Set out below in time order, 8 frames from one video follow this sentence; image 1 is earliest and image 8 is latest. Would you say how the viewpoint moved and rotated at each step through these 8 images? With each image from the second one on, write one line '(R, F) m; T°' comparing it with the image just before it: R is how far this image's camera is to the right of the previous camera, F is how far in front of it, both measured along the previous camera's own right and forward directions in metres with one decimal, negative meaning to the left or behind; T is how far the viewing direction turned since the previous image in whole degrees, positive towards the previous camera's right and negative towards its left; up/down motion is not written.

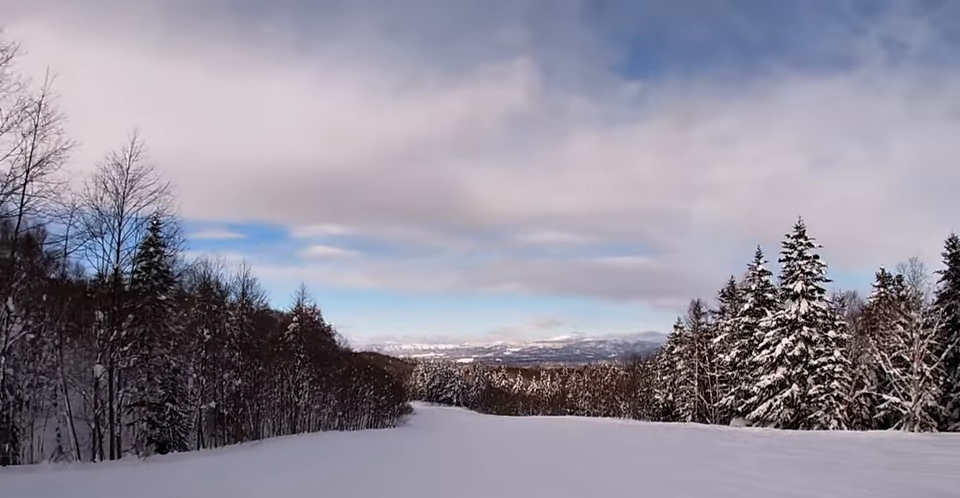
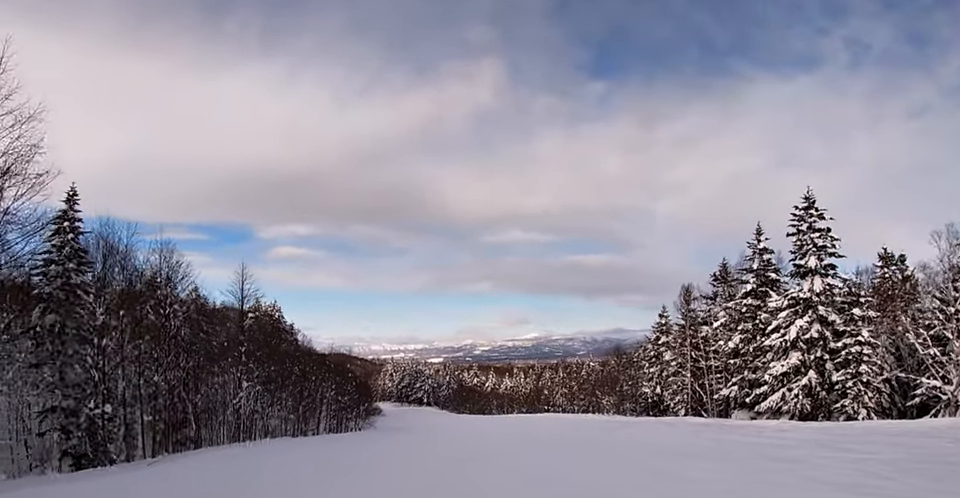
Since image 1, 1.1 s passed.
(-0.2, +6.1) m; -2°
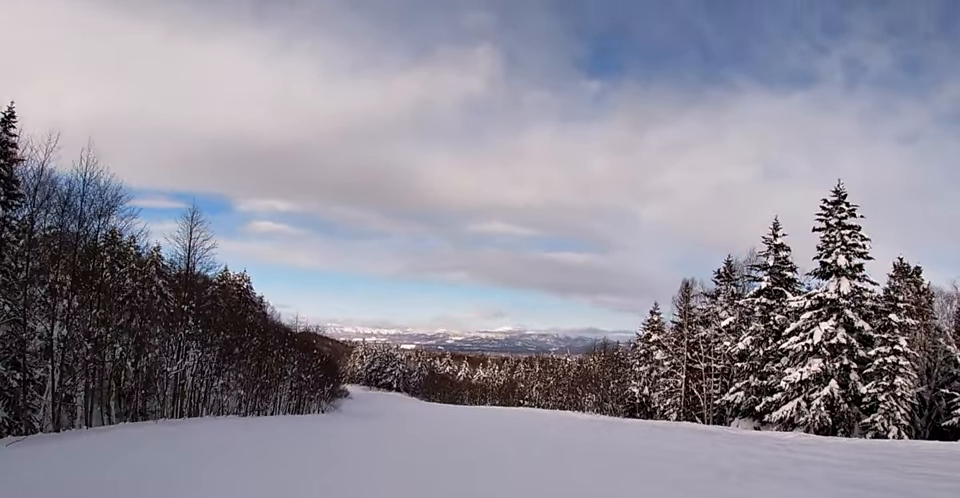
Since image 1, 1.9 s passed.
(0.0, +5.1) m; 0°
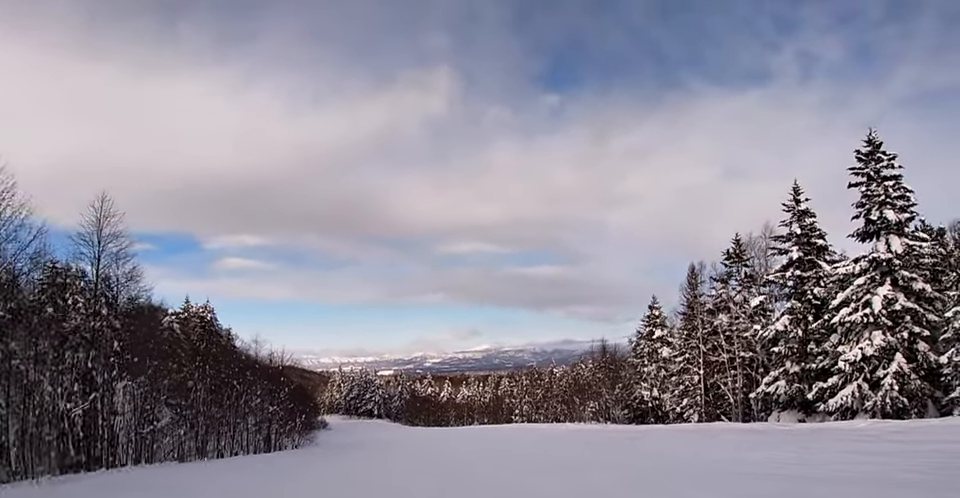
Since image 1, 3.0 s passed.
(0.0, +6.7) m; 0°
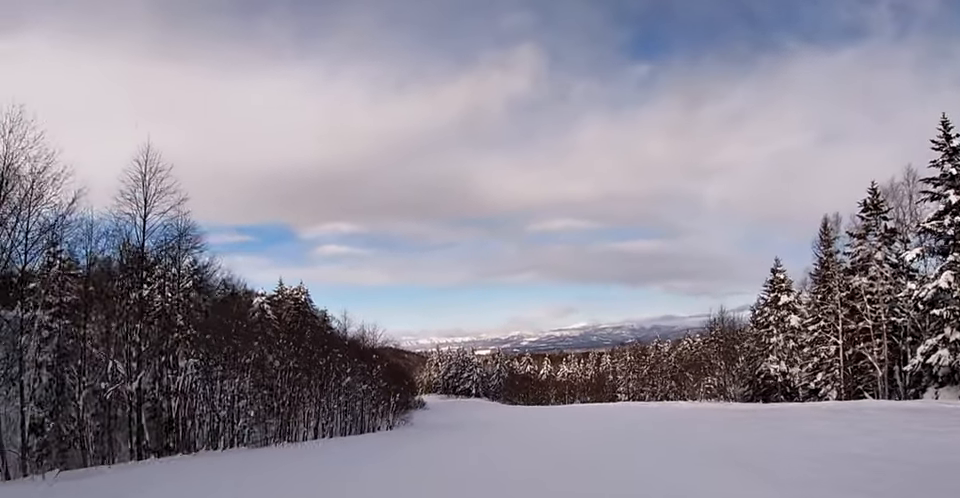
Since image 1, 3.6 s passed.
(0.0, +4.2) m; 0°
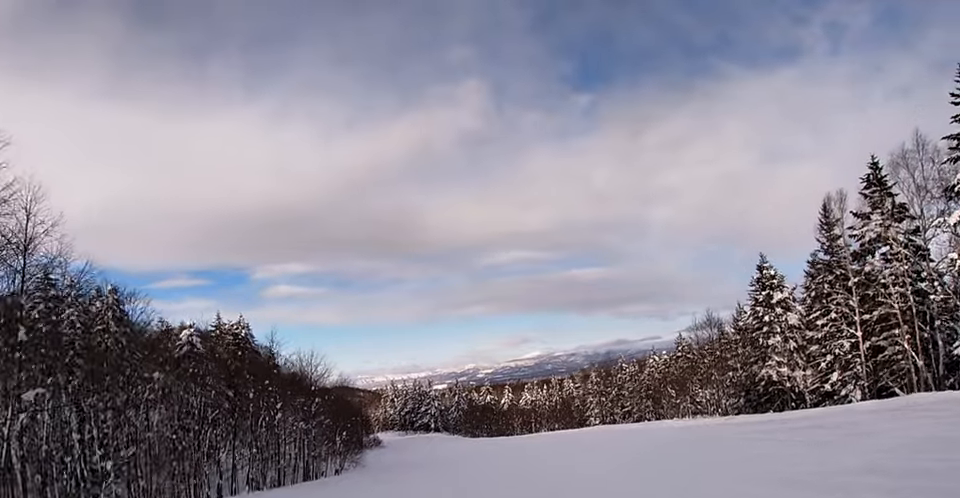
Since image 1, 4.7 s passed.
(0.0, +7.2) m; 0°
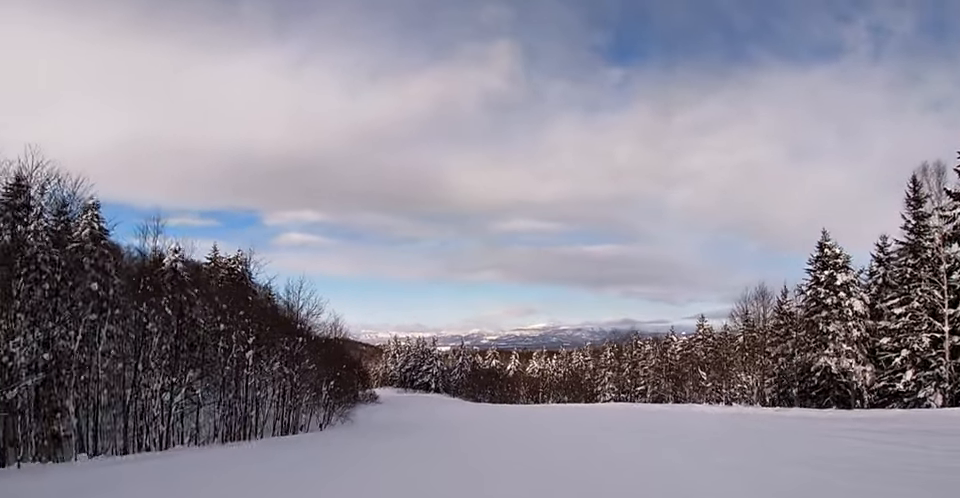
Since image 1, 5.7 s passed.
(0.0, +6.4) m; 0°
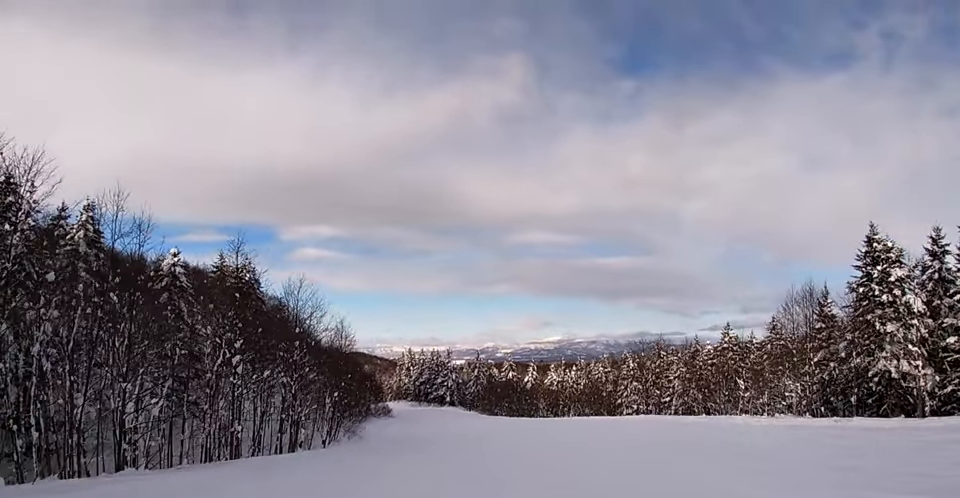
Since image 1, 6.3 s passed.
(0.0, +4.1) m; +1°
